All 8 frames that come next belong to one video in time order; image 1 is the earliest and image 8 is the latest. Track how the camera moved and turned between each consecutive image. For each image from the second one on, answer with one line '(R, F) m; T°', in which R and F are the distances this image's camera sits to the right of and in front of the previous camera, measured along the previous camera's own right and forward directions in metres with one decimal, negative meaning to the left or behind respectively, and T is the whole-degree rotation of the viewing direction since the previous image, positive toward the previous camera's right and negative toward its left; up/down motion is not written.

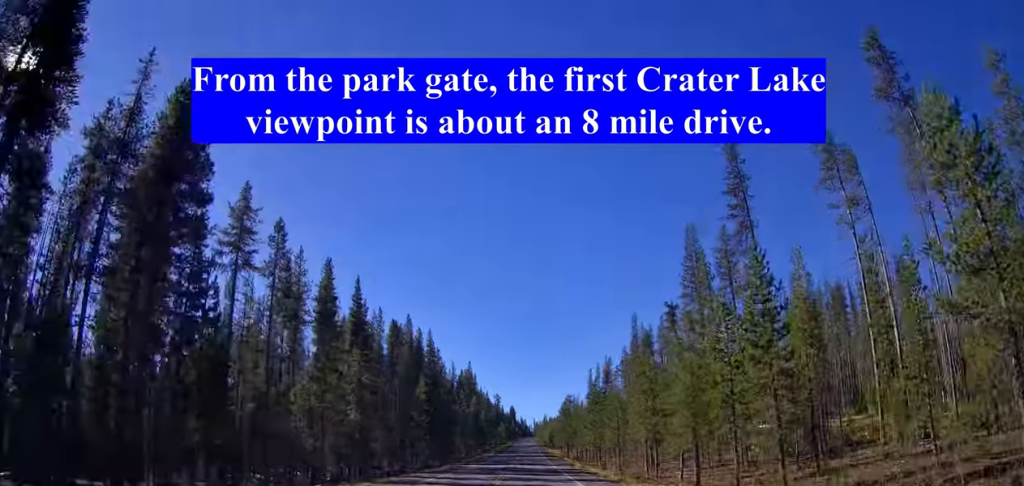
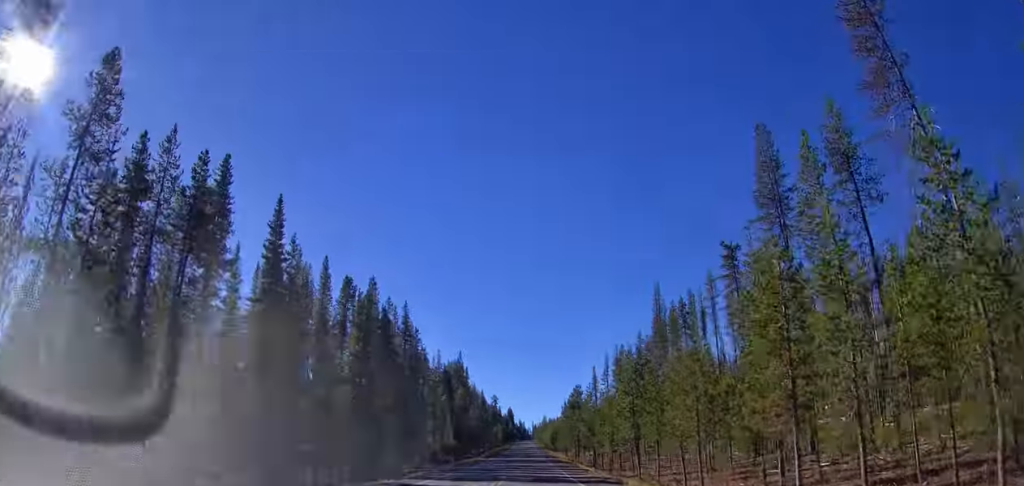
(-0.1, +22.9) m; 0°
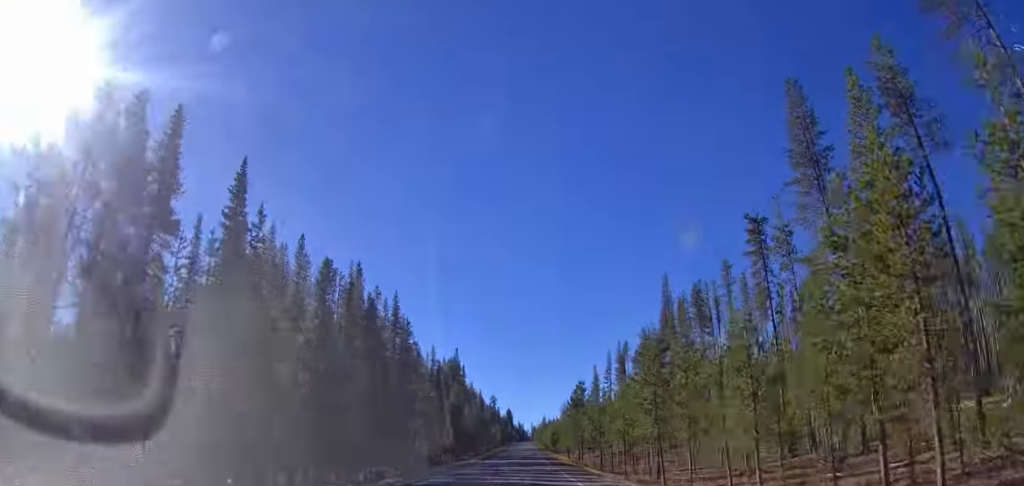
(+0.2, +6.7) m; 0°
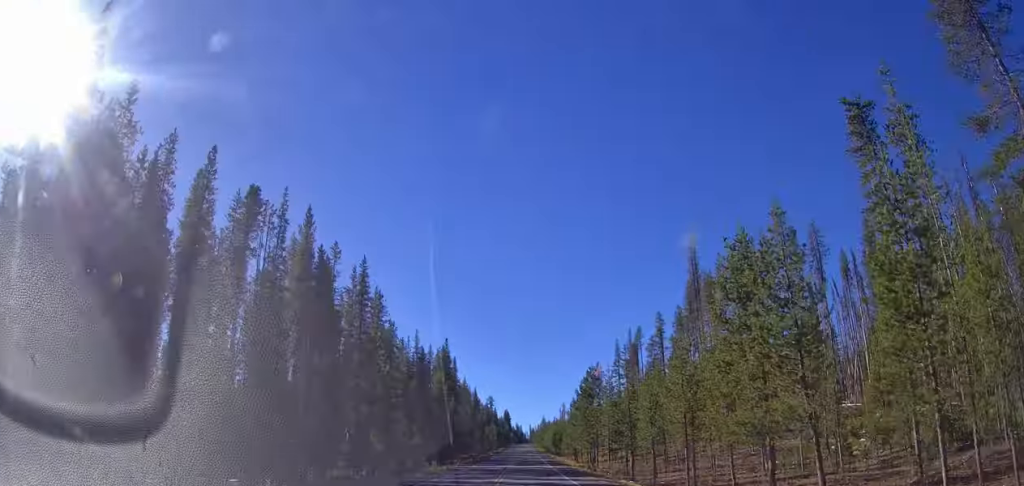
(0.0, +16.9) m; 0°
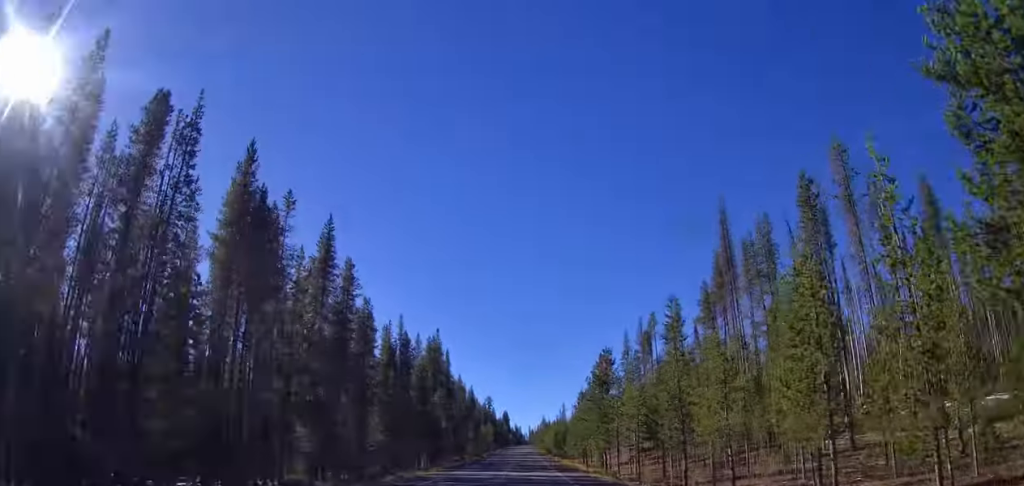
(0.0, +12.8) m; -1°
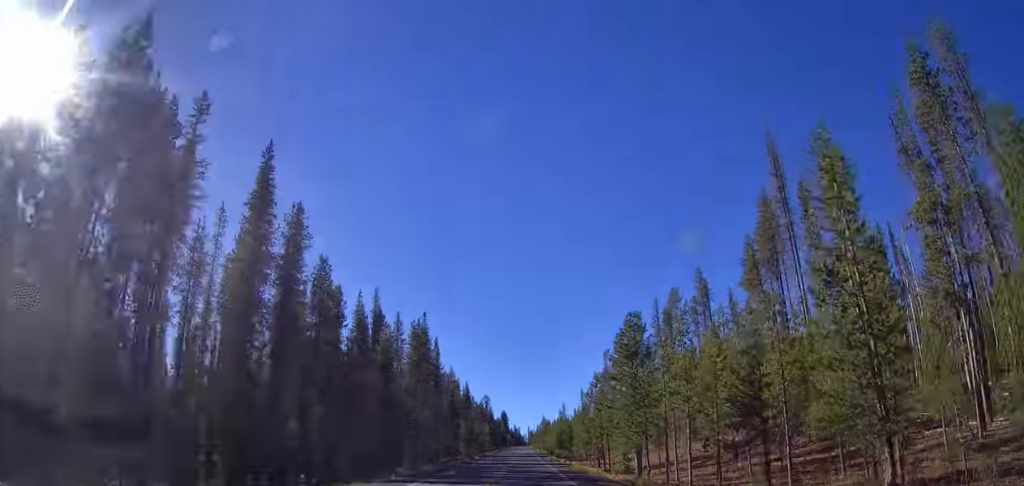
(-0.1, +15.2) m; -1°
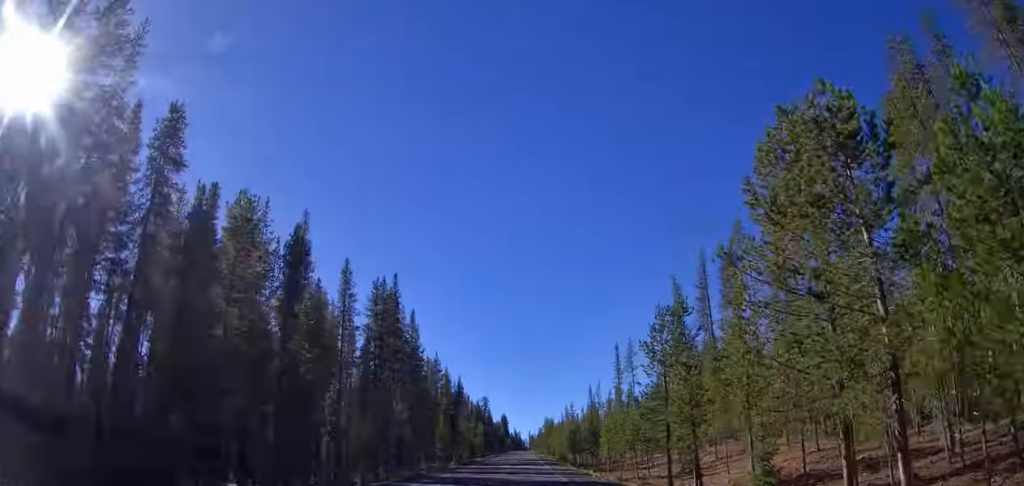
(+0.4, +27.3) m; +2°
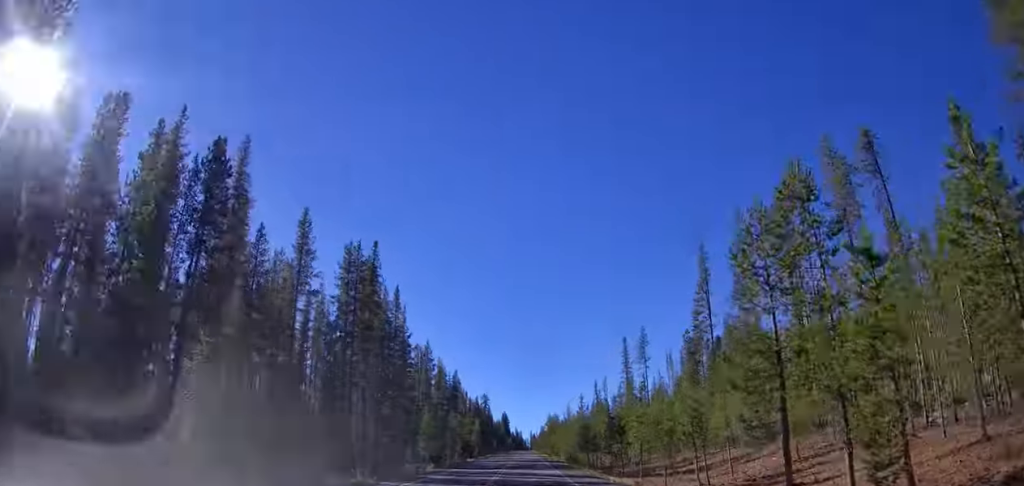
(+0.1, +13.4) m; -2°
